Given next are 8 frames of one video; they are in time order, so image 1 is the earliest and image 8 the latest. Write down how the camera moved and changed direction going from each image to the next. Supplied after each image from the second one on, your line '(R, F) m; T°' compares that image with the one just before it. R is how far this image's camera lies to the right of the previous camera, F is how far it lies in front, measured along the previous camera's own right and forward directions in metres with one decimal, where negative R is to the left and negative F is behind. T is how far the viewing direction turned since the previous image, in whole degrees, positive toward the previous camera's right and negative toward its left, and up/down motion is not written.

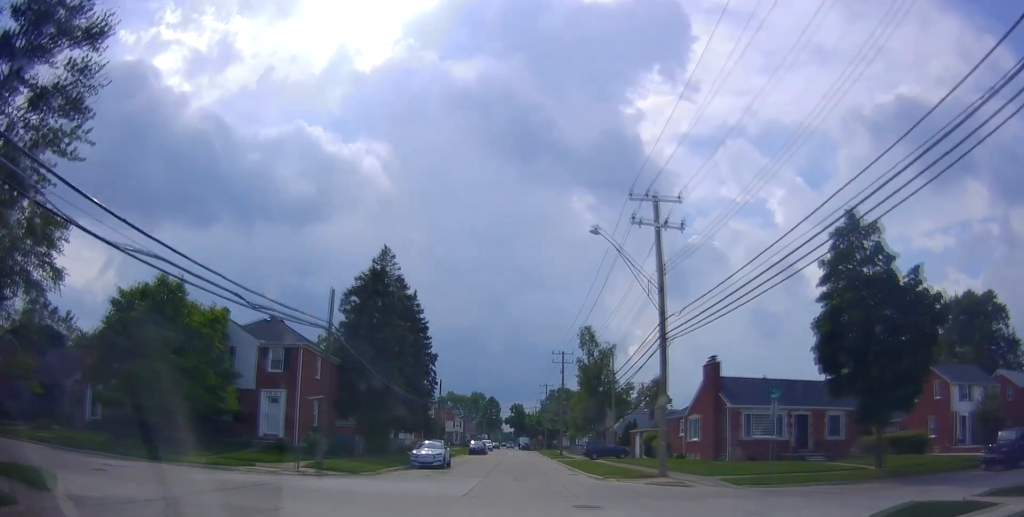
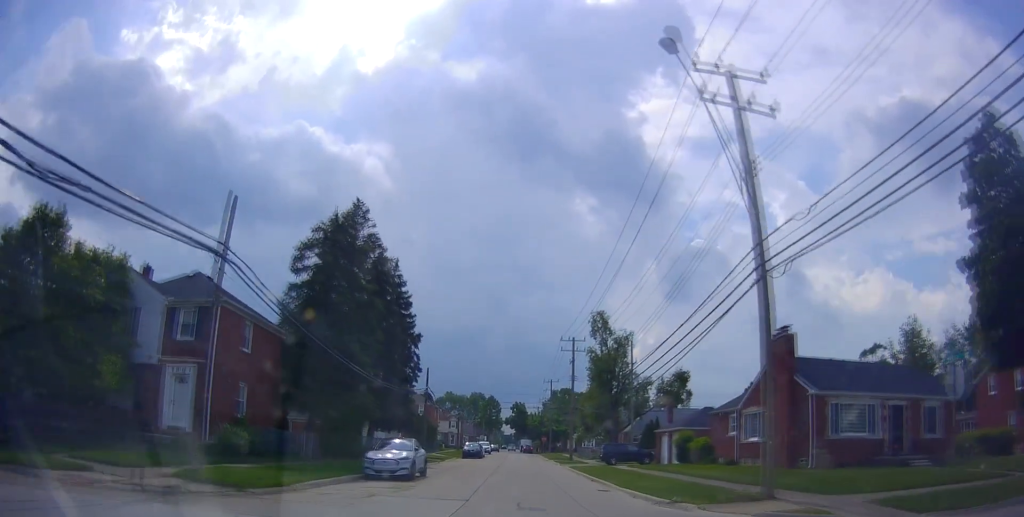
(+0.2, +10.1) m; 0°
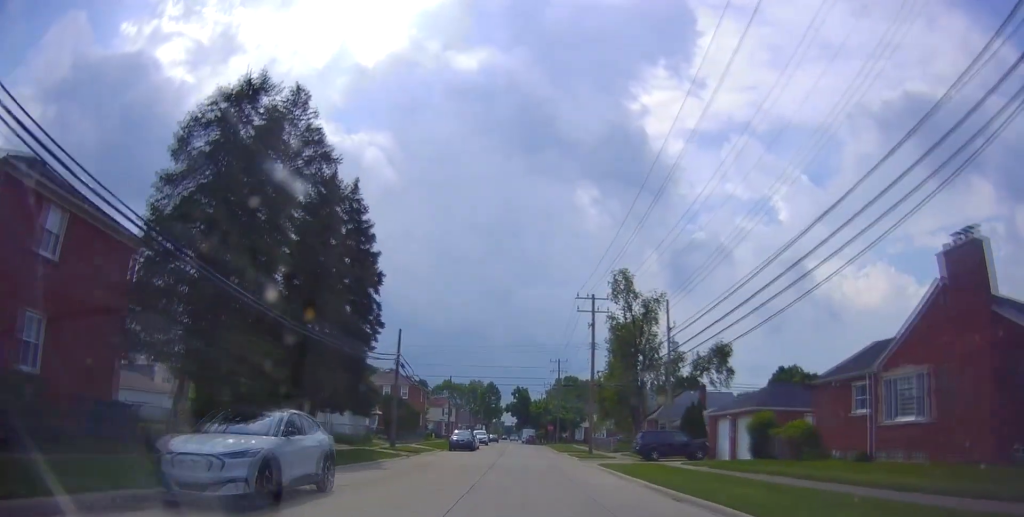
(-0.3, +13.3) m; 0°
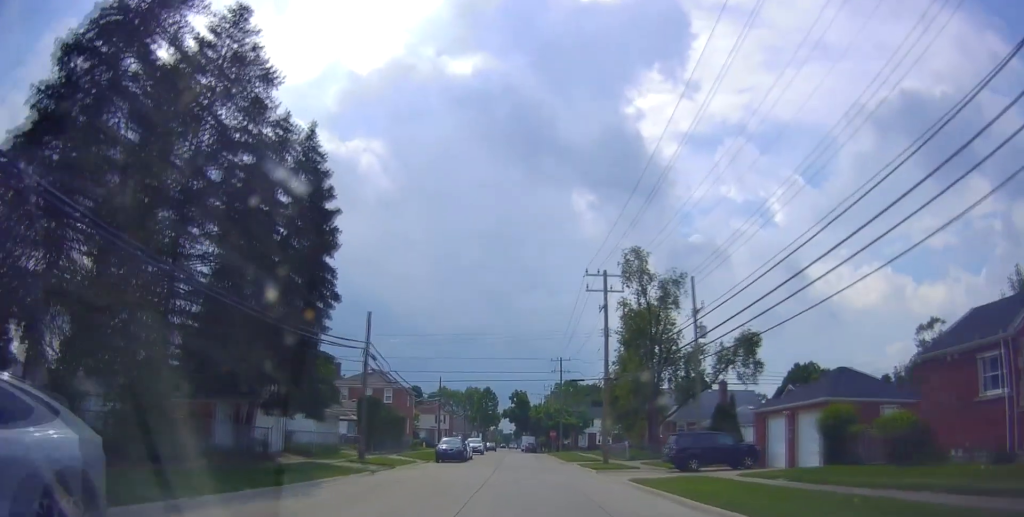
(+0.3, +7.6) m; +2°
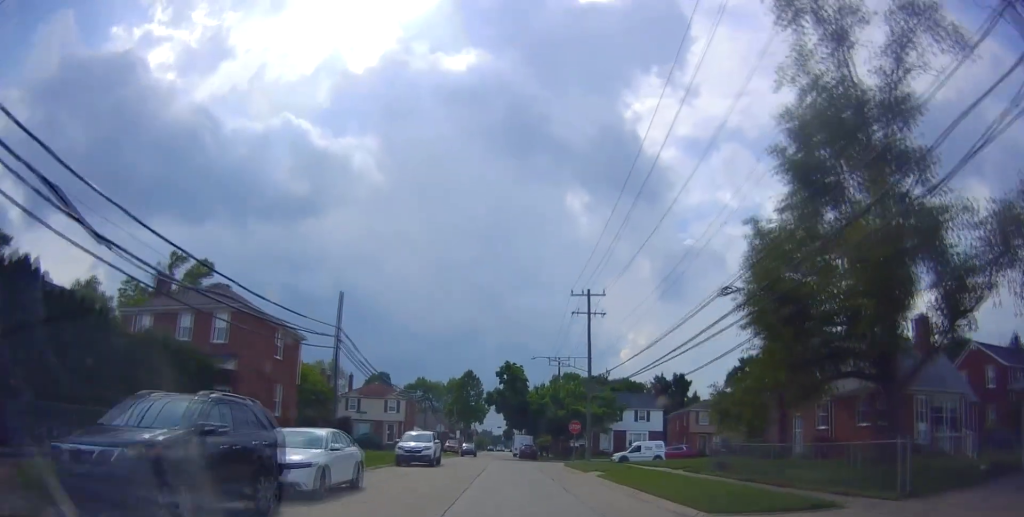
(+0.7, +33.3) m; +1°
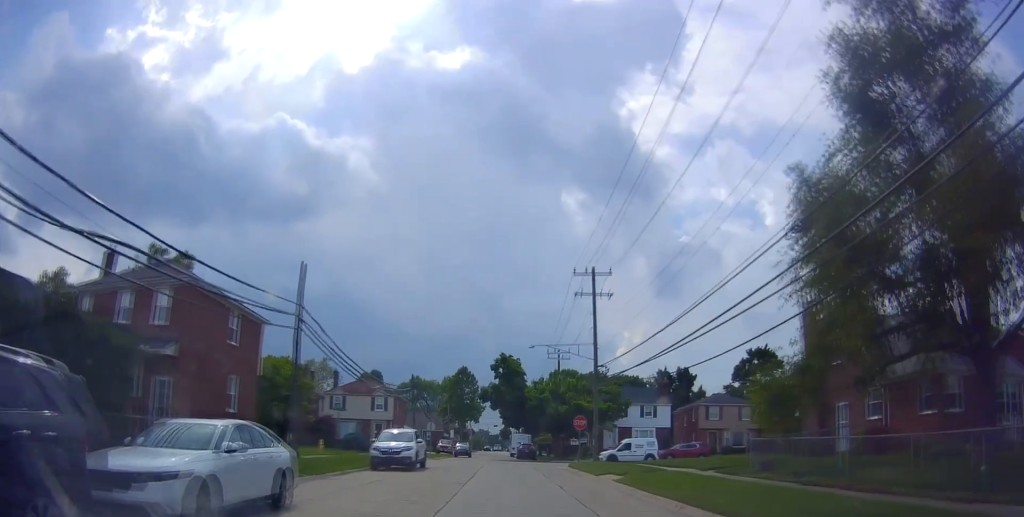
(0.0, +4.8) m; 0°
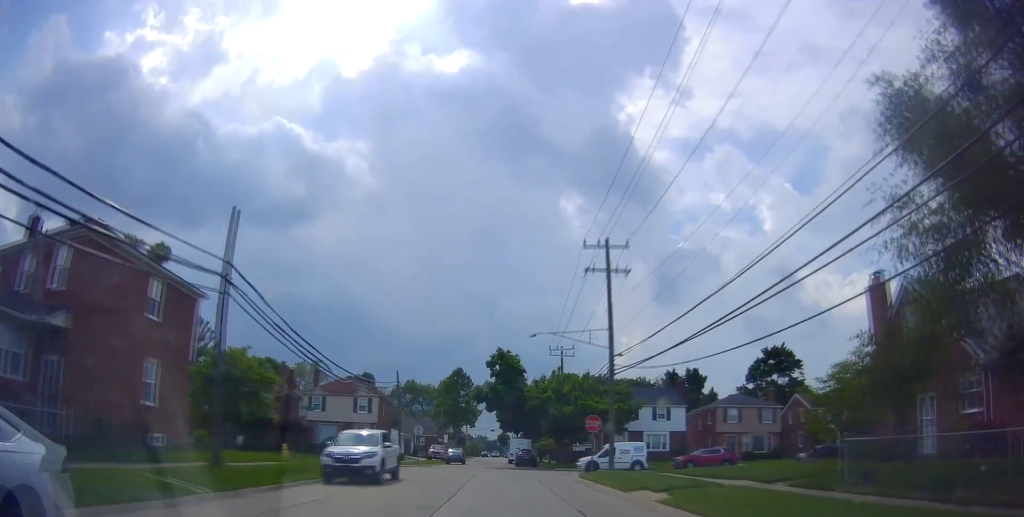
(0.0, +6.0) m; -2°
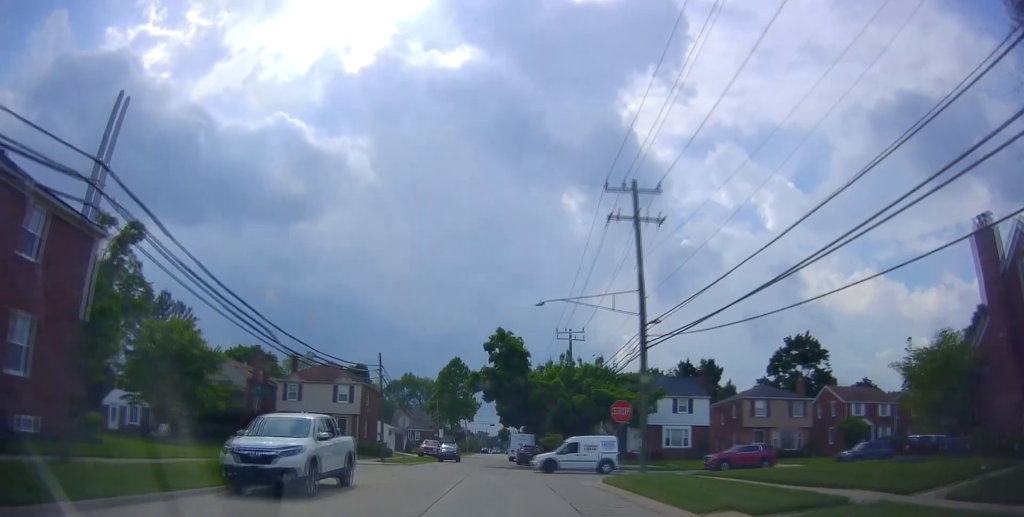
(0.0, +6.7) m; -2°
